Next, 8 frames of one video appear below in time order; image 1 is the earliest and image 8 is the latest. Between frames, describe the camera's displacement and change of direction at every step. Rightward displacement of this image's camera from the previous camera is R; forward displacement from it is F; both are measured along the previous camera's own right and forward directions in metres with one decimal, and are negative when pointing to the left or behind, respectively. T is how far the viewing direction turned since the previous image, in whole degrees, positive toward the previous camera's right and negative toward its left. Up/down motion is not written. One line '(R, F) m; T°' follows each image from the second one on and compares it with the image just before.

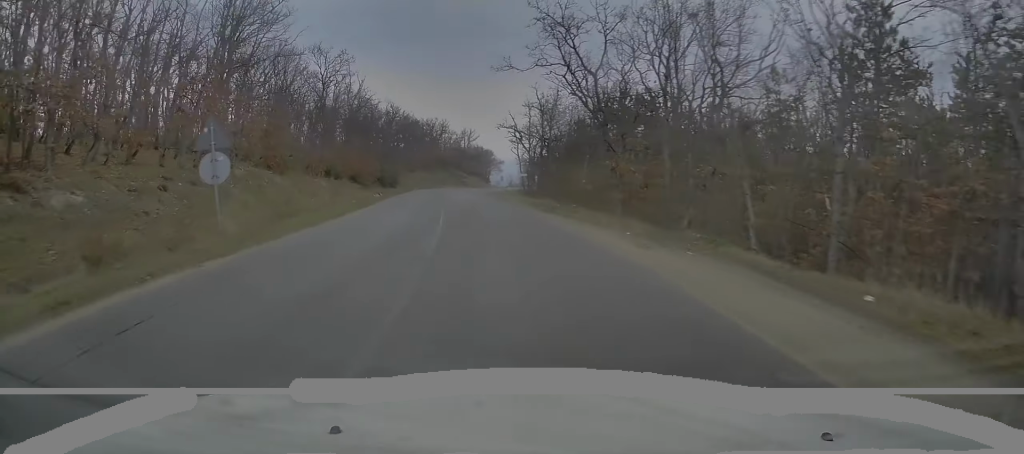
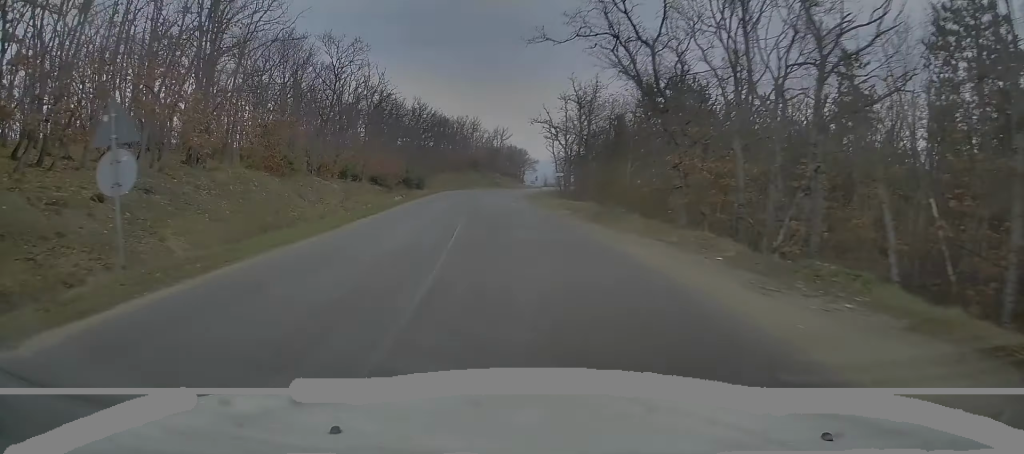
(-0.1, +4.9) m; -3°
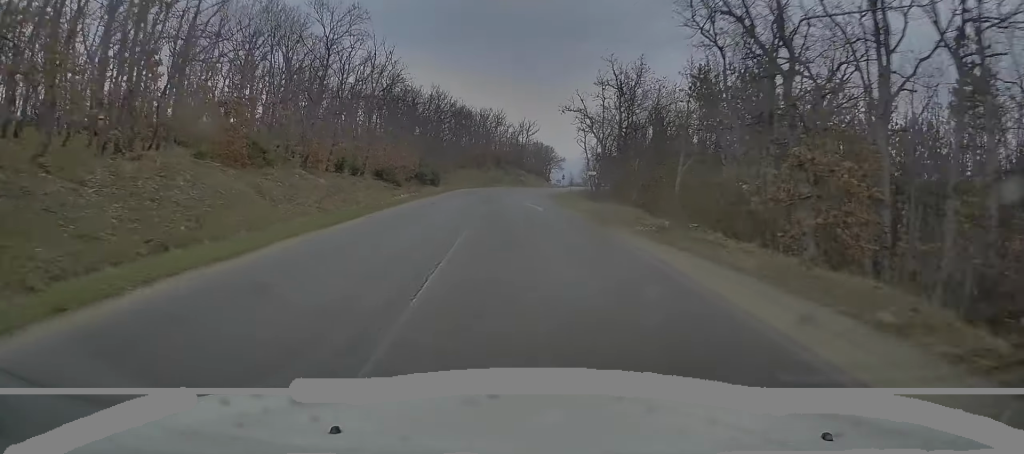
(-0.5, +7.2) m; -3°
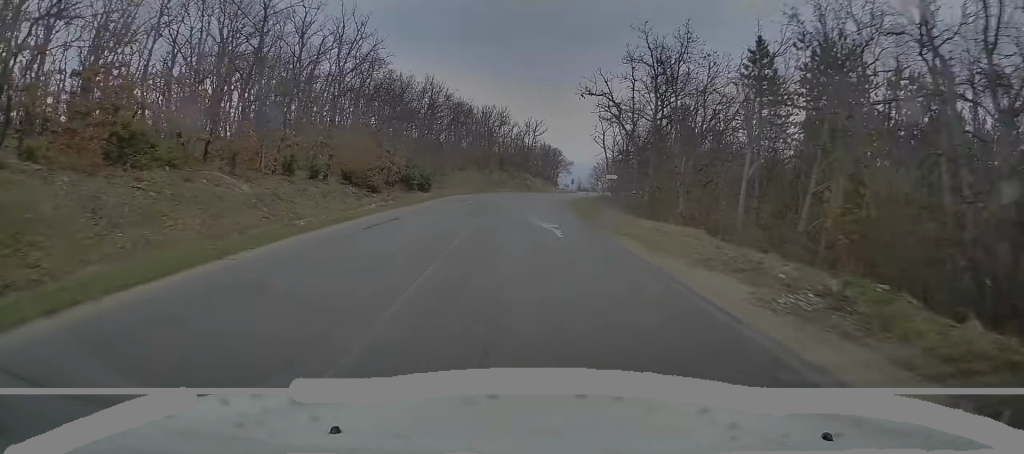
(-0.3, +9.8) m; -2°
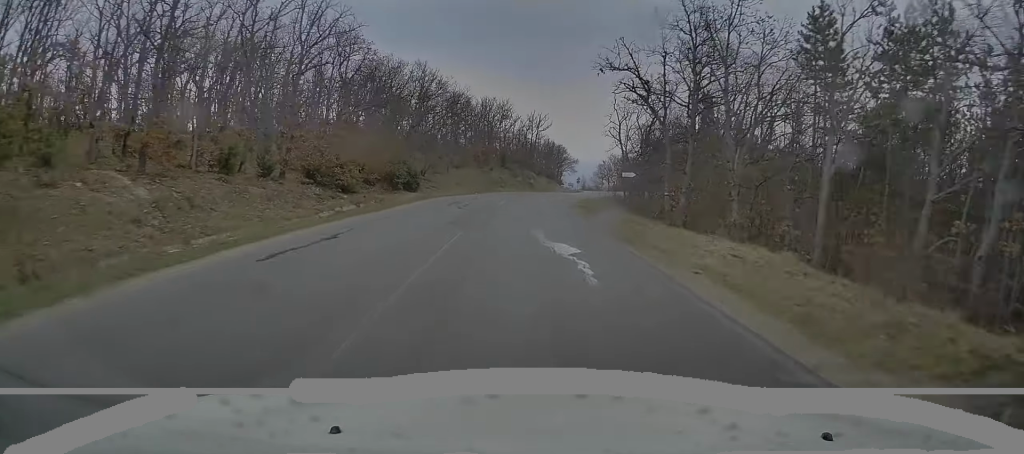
(0.0, +7.0) m; 0°
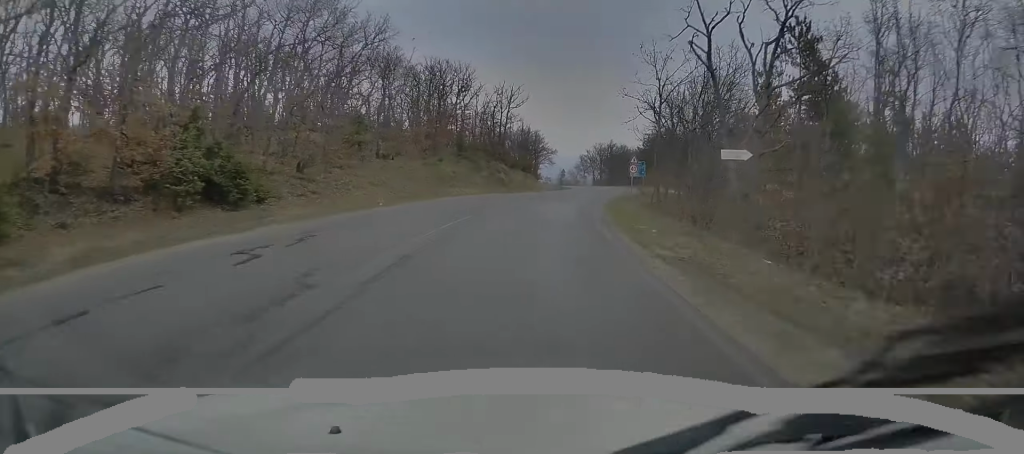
(+0.5, +25.2) m; +4°
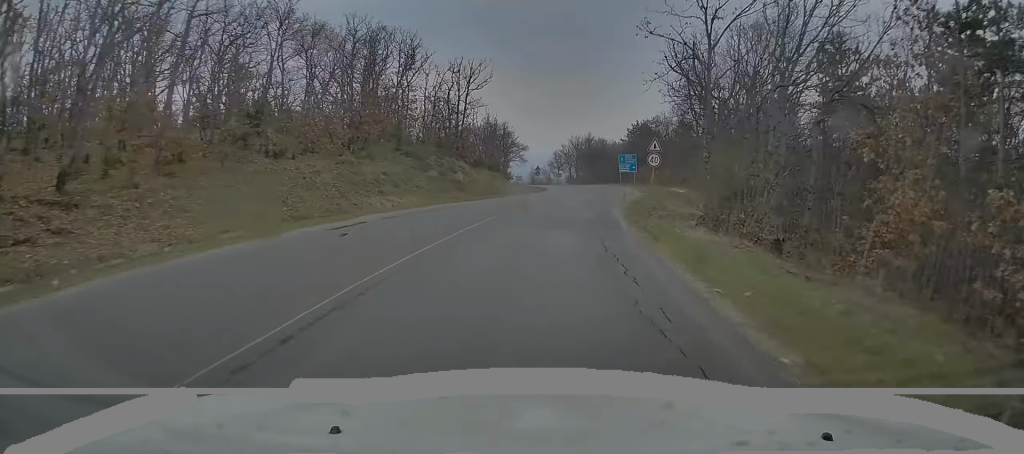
(+0.4, +15.2) m; +2°
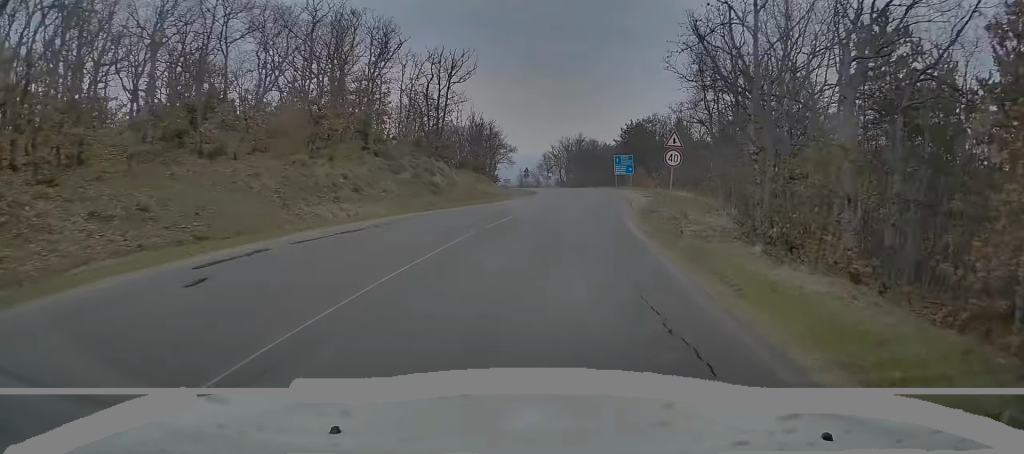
(-0.1, +5.7) m; +1°
